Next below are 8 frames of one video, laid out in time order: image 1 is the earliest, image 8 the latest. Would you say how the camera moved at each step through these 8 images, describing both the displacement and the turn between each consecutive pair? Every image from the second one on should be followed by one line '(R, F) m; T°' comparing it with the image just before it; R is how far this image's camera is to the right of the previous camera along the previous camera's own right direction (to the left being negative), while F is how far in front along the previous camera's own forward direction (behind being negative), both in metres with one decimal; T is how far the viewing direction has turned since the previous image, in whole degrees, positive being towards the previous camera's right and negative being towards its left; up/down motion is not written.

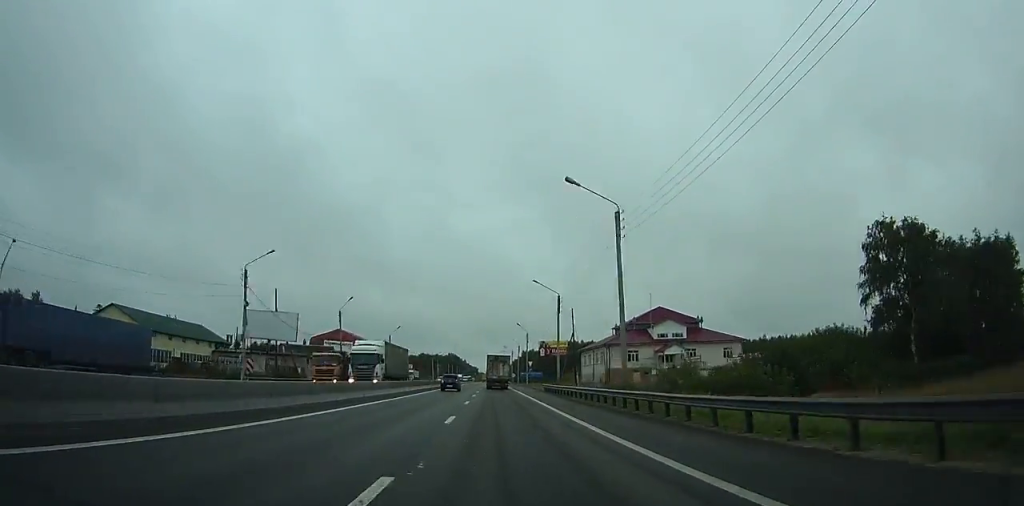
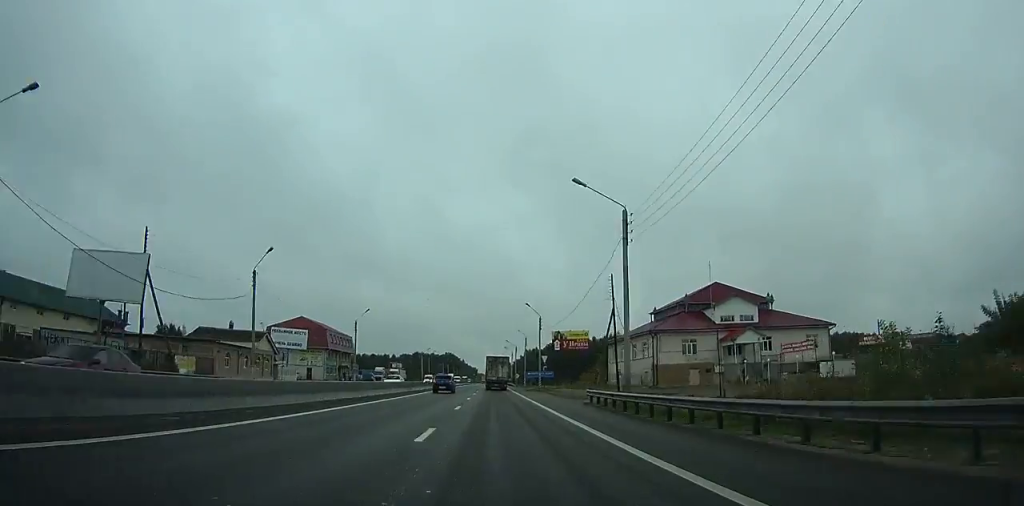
(-0.1, +29.2) m; 0°
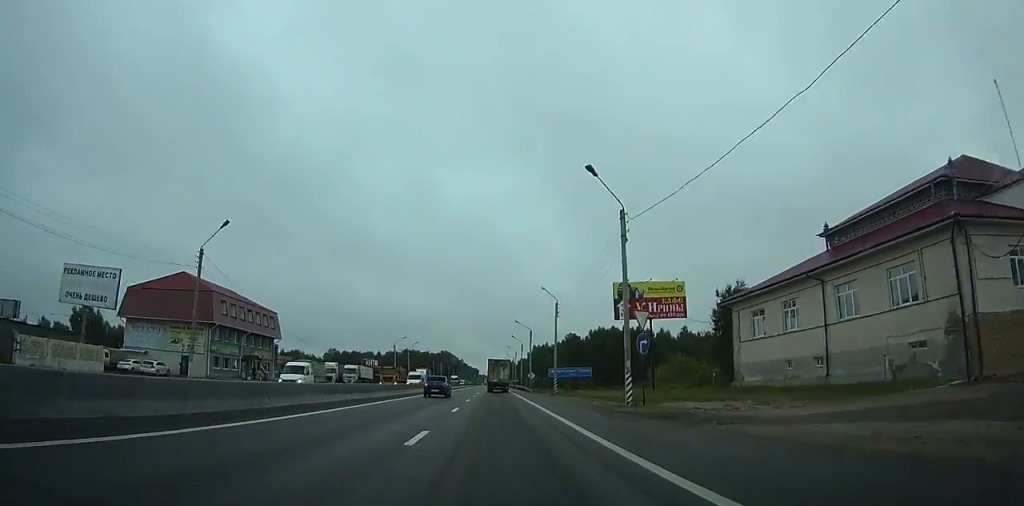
(-0.1, +48.8) m; 0°
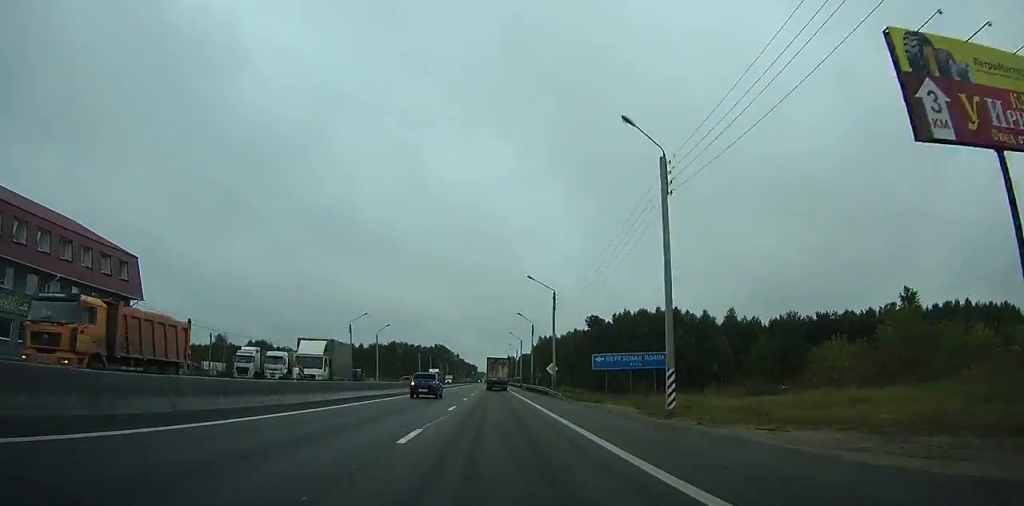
(-0.1, +35.8) m; 0°
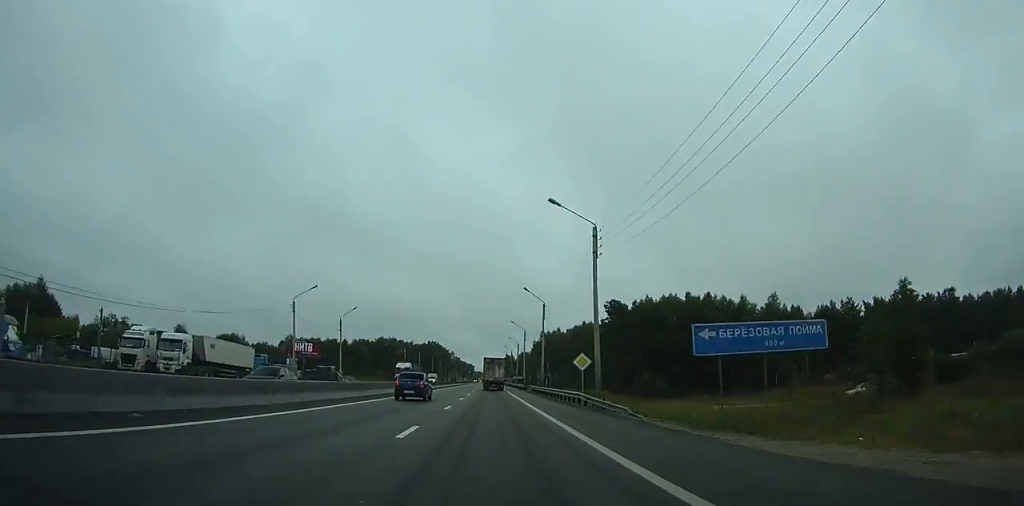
(+0.1, +22.8) m; 0°
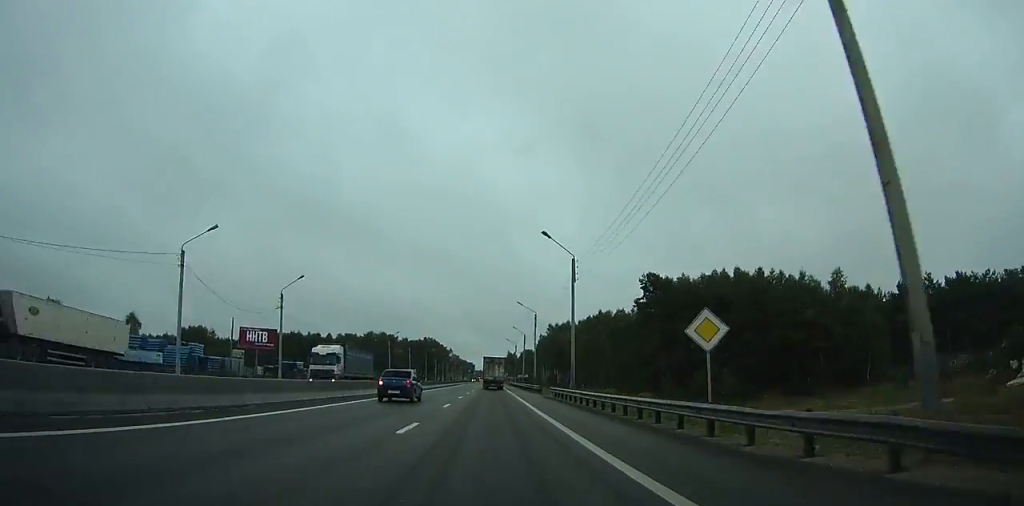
(0.0, +22.9) m; 0°
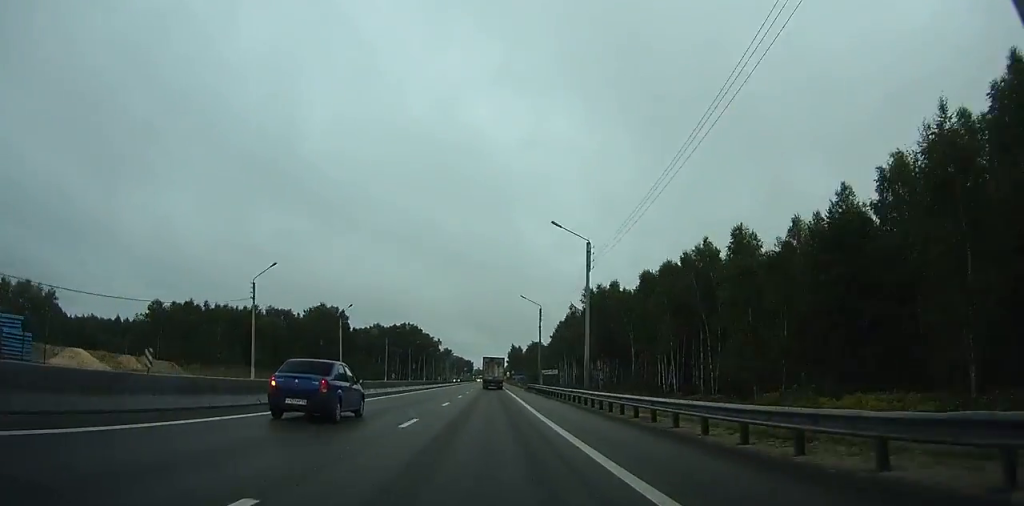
(-0.1, +70.2) m; 0°
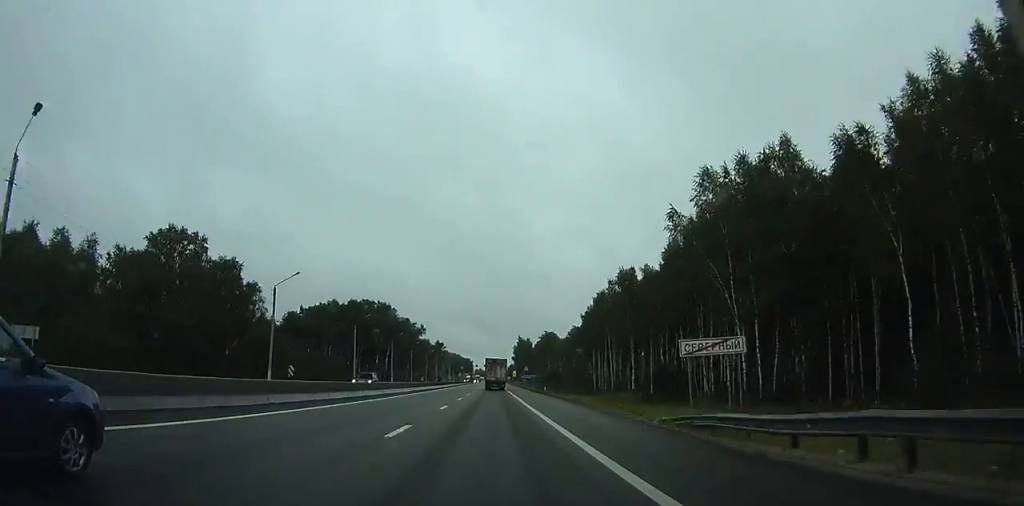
(0.0, +60.4) m; 0°
